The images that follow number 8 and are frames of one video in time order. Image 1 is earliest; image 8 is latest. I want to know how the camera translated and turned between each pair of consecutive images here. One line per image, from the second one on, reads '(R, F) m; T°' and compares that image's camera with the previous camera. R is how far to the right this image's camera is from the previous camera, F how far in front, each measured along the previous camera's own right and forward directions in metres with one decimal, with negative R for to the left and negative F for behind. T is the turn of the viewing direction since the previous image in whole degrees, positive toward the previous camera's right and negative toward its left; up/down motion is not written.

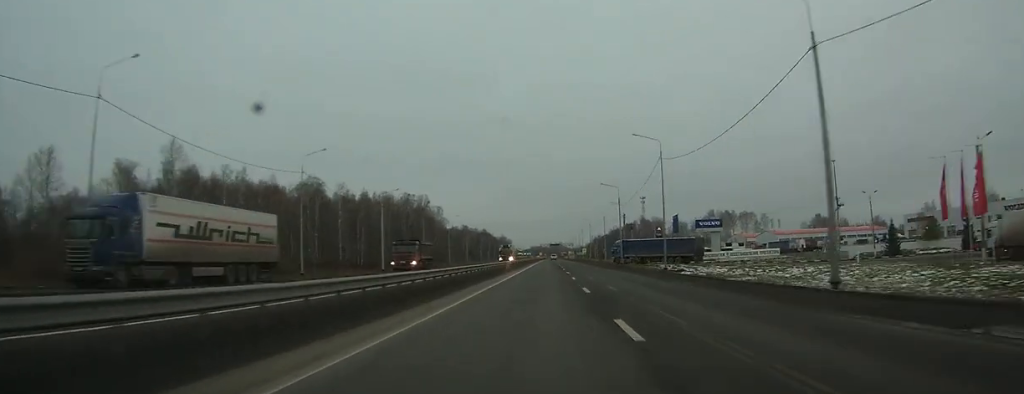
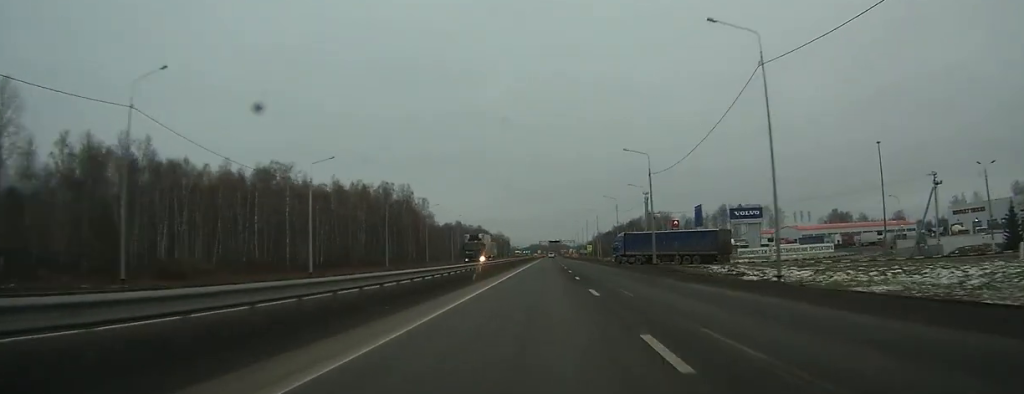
(+0.3, +25.9) m; +1°
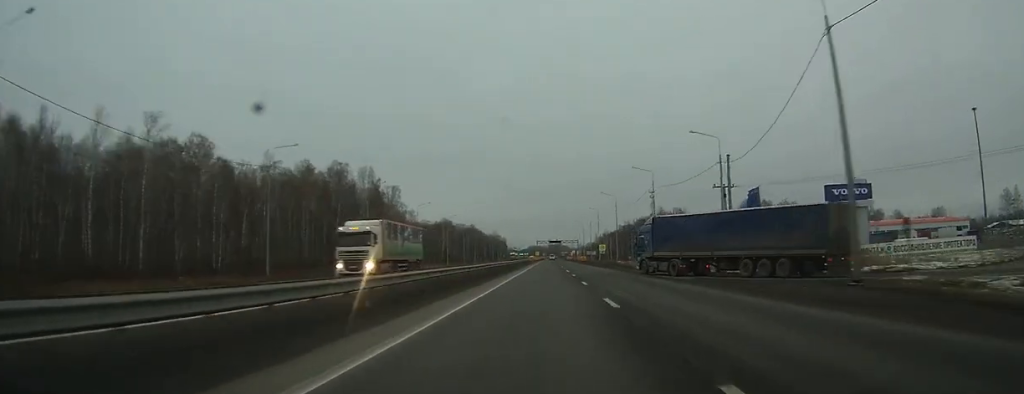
(+0.6, +39.3) m; +1°
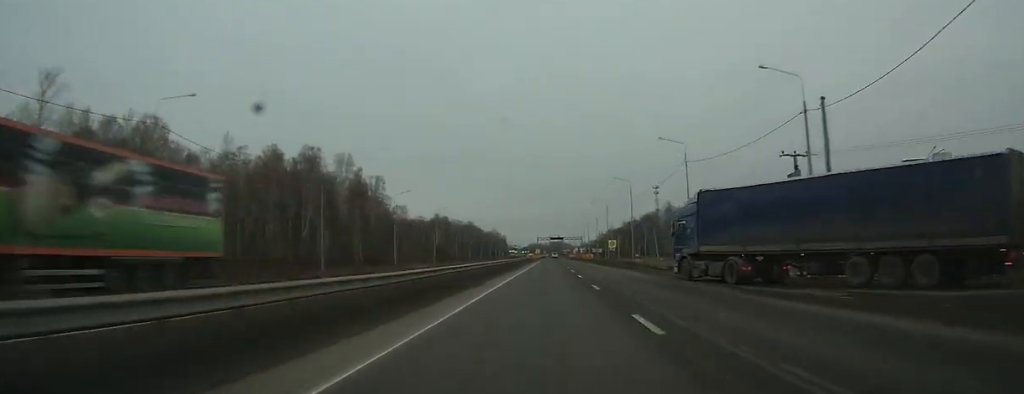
(+0.1, +17.1) m; 0°
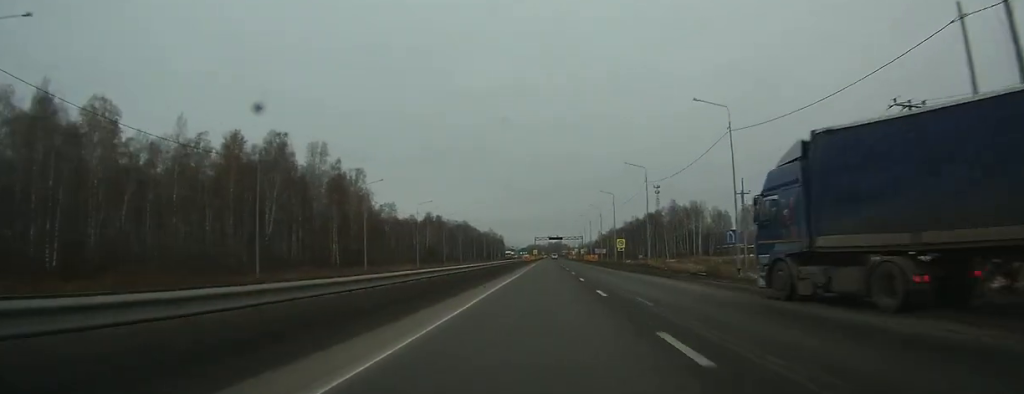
(-0.1, +14.7) m; 0°
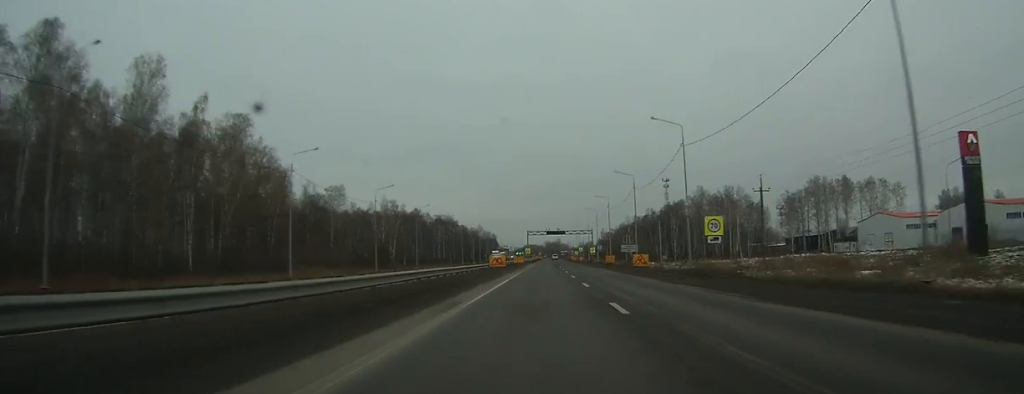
(-0.5, +52.9) m; 0°
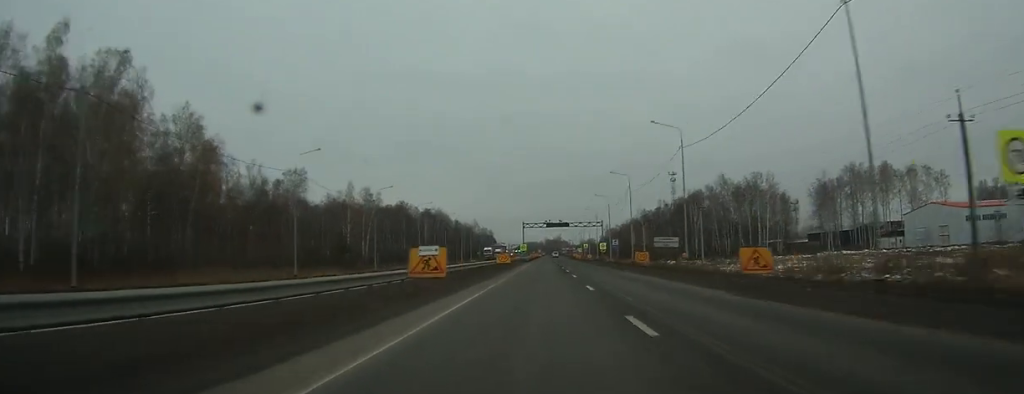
(+0.2, +27.1) m; 0°
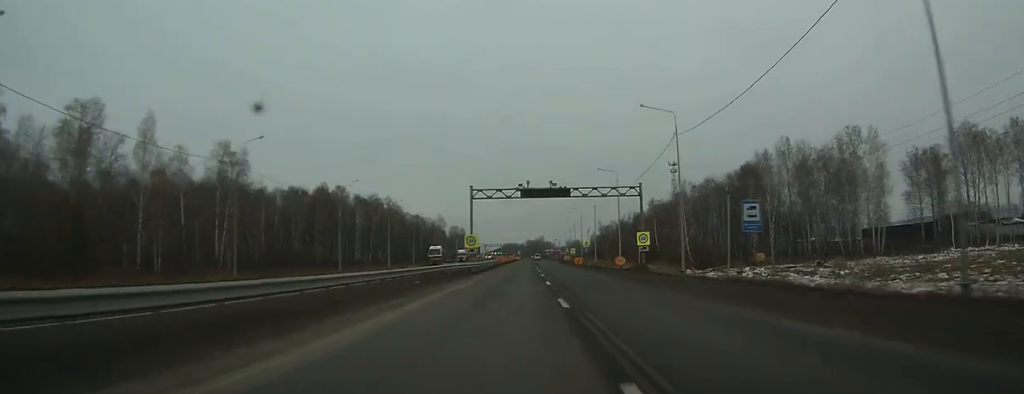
(+0.4, +66.5) m; +1°
